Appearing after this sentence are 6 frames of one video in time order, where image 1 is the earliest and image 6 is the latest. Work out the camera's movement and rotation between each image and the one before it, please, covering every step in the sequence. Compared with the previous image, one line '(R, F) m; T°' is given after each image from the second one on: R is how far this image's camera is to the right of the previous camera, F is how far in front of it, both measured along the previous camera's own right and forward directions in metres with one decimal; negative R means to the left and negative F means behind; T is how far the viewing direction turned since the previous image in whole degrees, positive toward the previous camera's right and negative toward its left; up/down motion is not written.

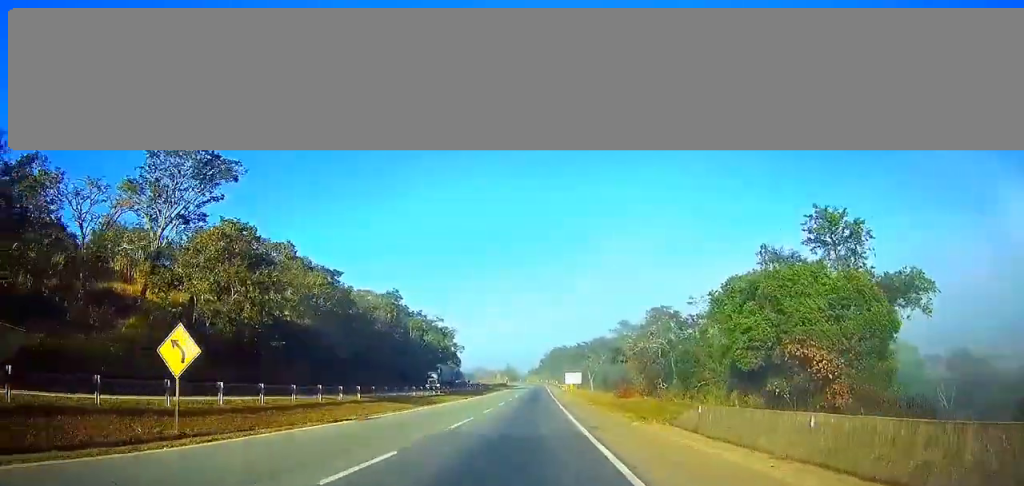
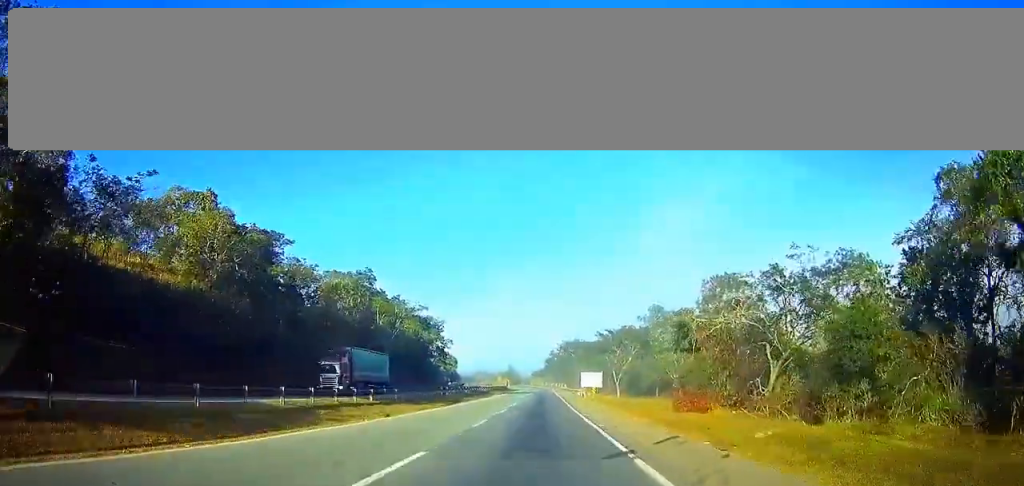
(-0.2, +34.7) m; 0°
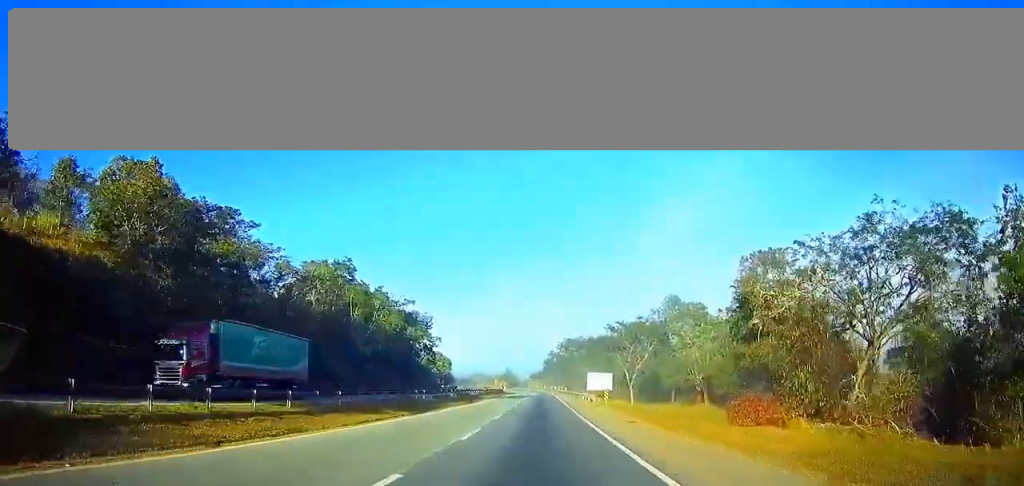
(0.0, +15.1) m; 0°
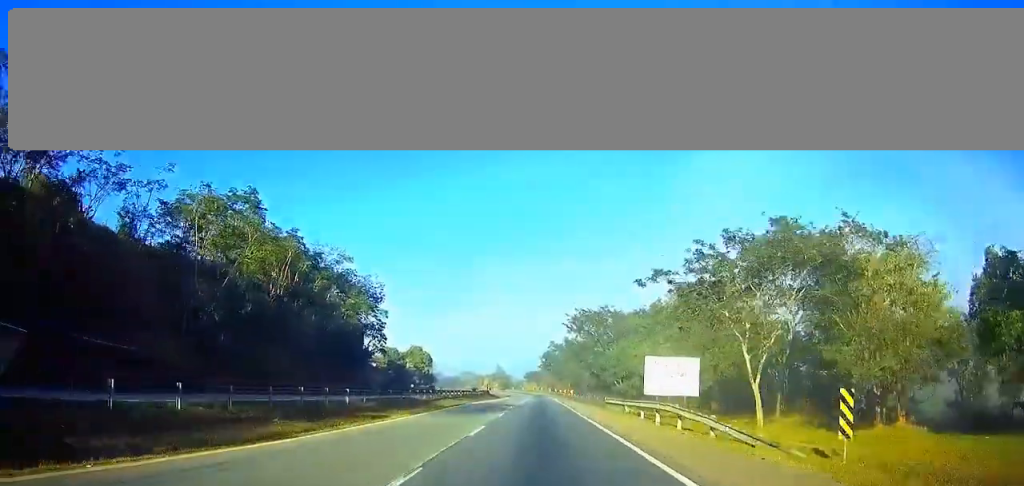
(+0.2, +45.7) m; 0°
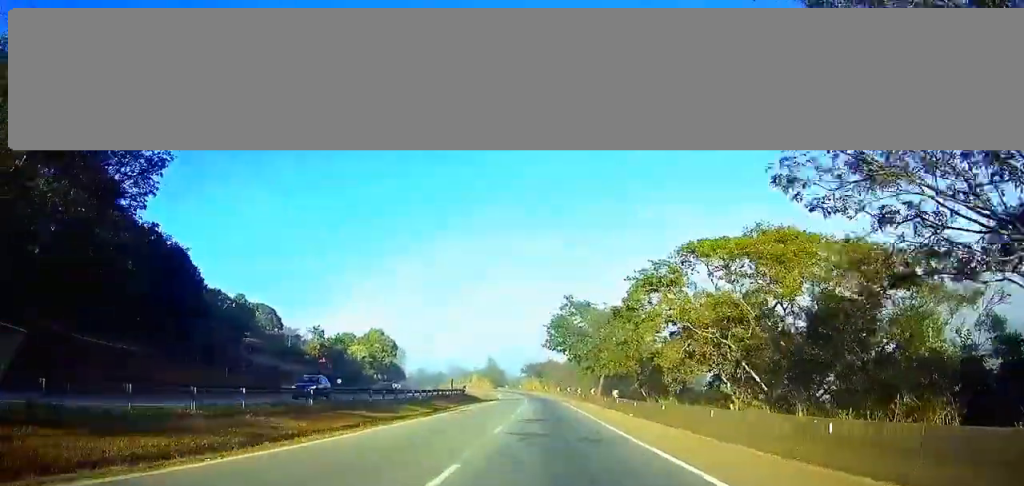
(+0.1, +66.9) m; 0°
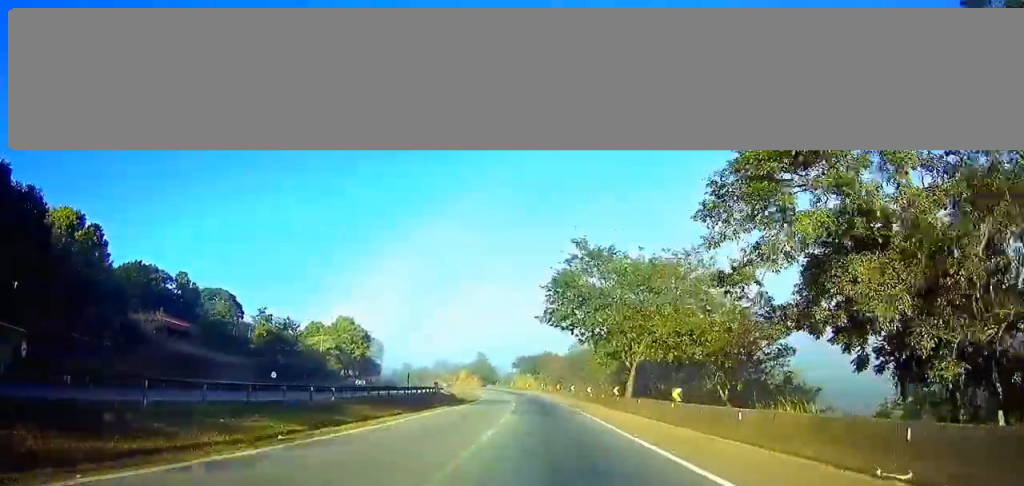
(+0.1, +26.7) m; 0°
